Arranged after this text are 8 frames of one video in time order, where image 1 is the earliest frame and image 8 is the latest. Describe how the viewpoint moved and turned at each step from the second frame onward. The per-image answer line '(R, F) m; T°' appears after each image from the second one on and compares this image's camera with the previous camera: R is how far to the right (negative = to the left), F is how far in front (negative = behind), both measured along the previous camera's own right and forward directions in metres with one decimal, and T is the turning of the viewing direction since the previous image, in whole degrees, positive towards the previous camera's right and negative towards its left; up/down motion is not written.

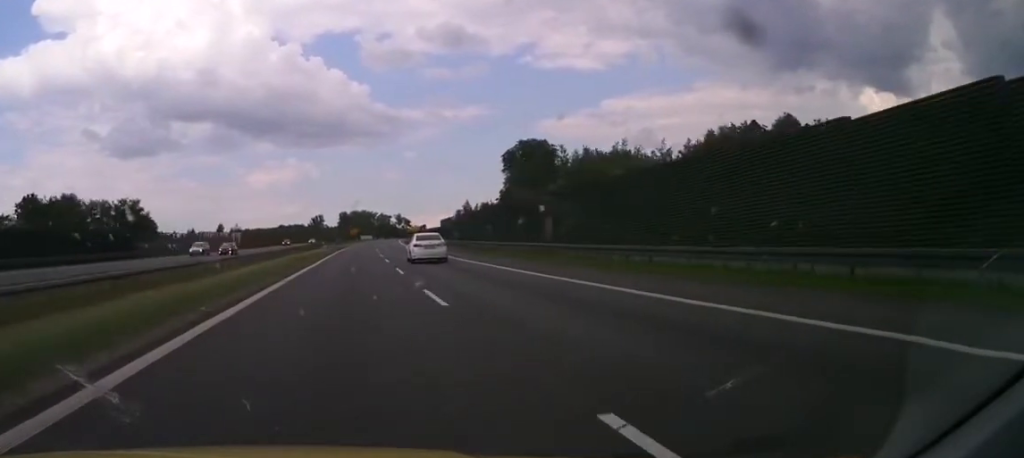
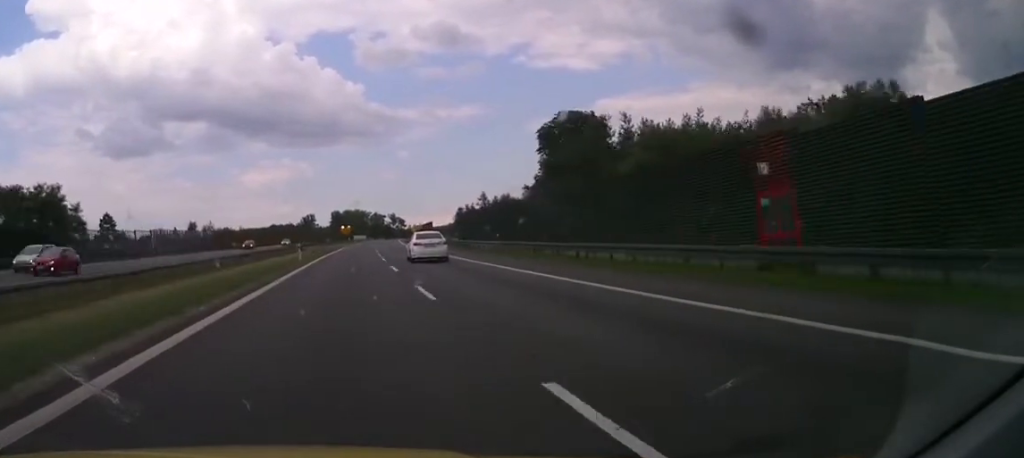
(0.0, +20.4) m; 0°
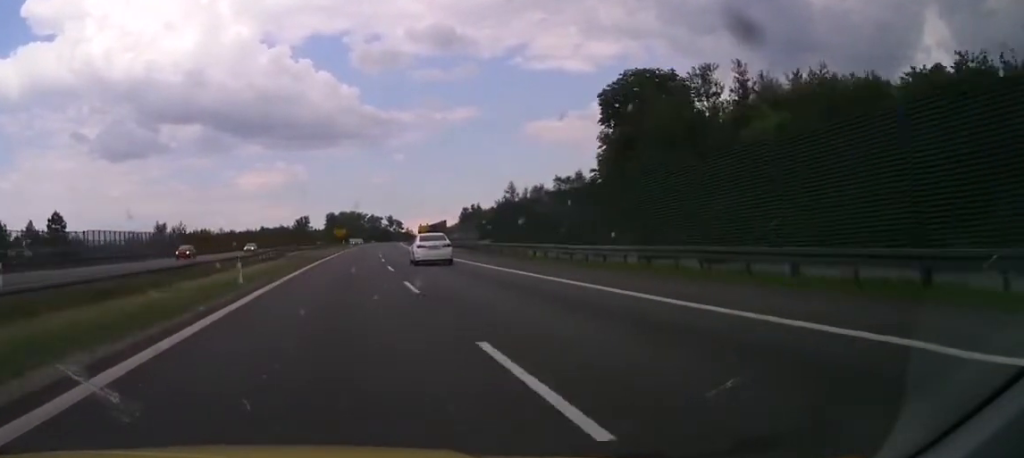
(0.0, +18.8) m; +1°
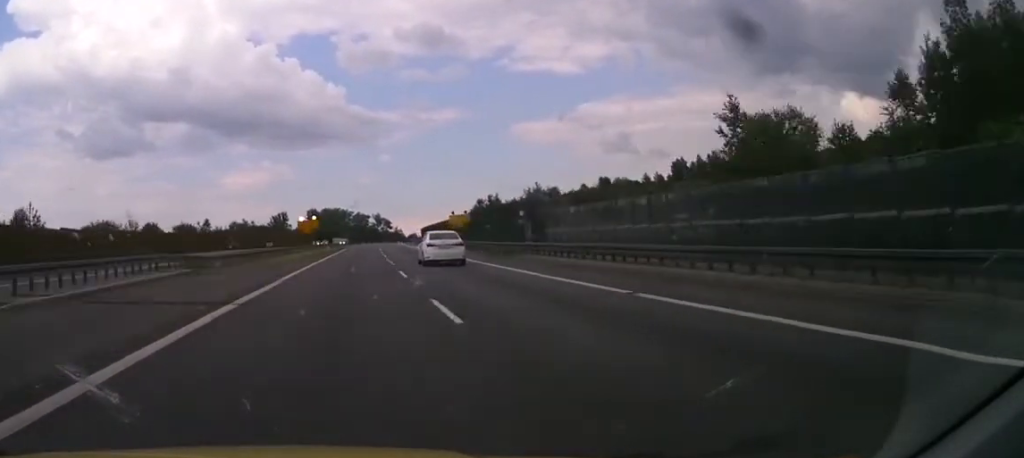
(+0.7, +43.9) m; +1°
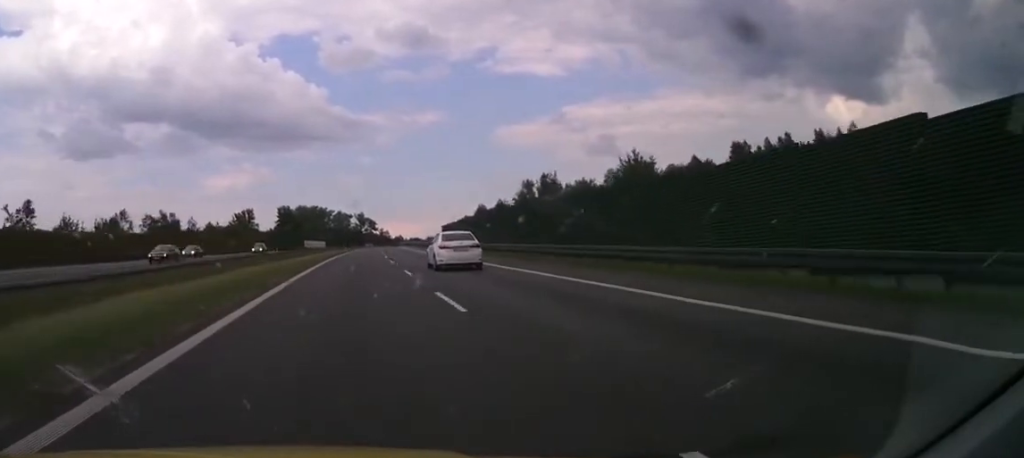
(+0.1, +58.0) m; 0°
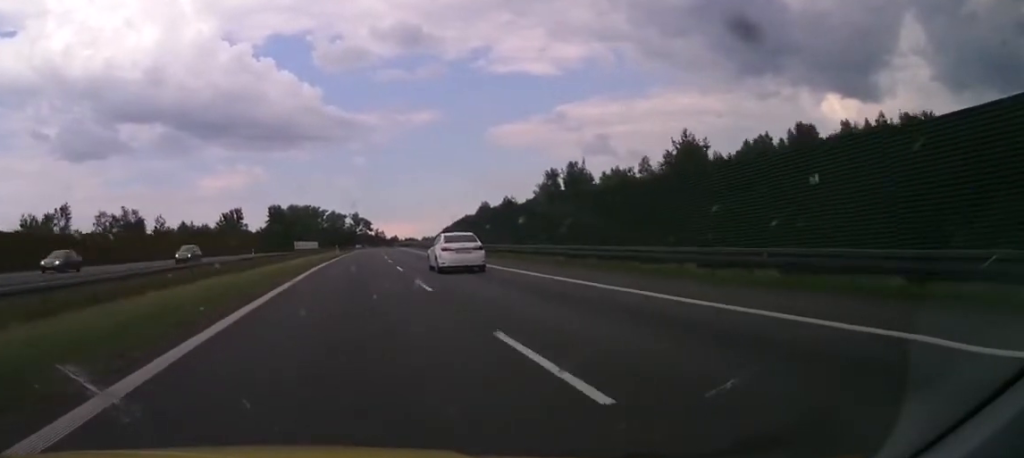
(0.0, +16.4) m; 0°
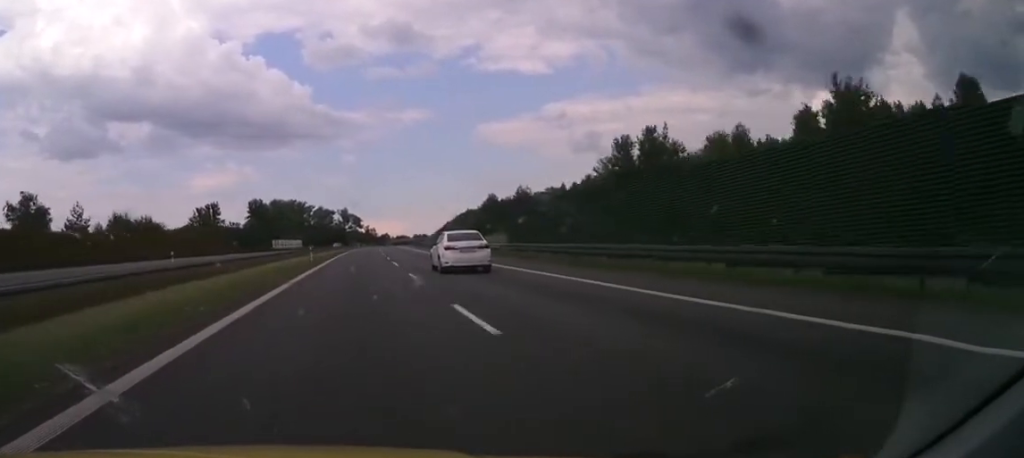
(+0.1, +31.8) m; +1°
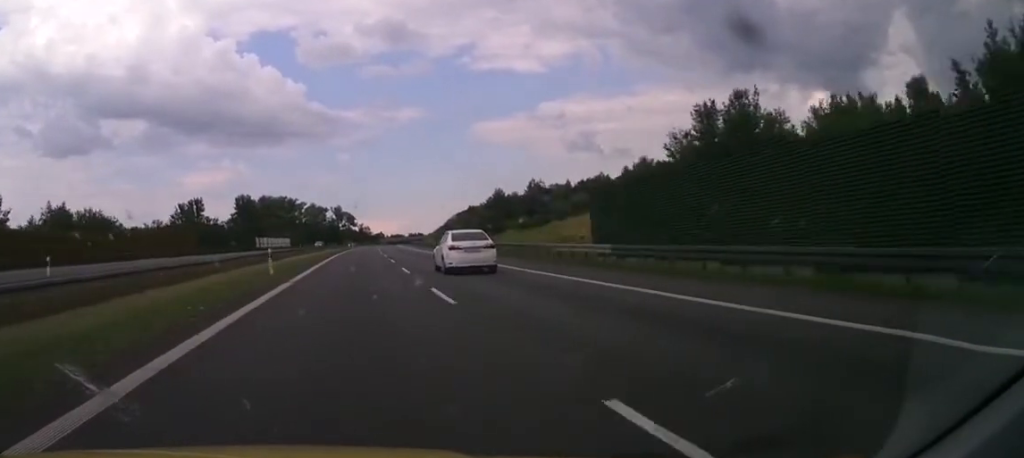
(+0.2, +21.7) m; +1°
